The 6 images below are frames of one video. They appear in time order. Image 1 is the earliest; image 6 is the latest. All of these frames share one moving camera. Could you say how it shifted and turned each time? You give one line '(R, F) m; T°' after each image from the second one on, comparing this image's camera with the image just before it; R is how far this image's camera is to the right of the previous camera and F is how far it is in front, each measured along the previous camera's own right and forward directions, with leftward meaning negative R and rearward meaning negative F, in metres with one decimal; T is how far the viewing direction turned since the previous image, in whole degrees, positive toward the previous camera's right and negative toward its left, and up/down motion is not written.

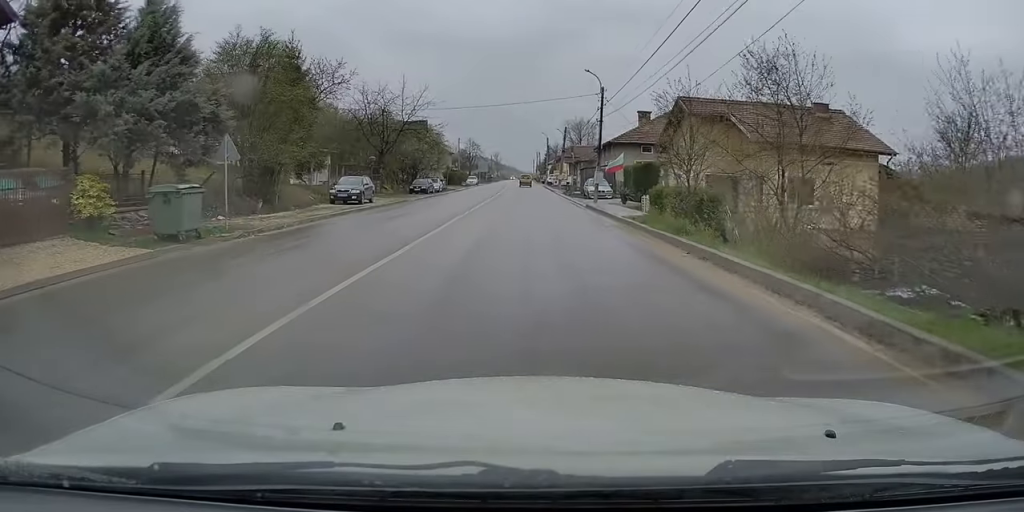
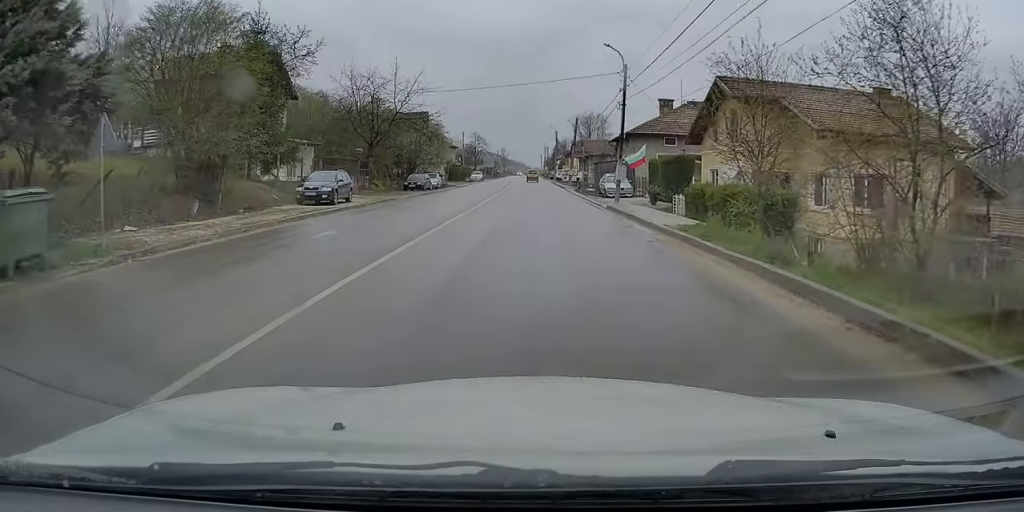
(0.0, +5.9) m; 0°
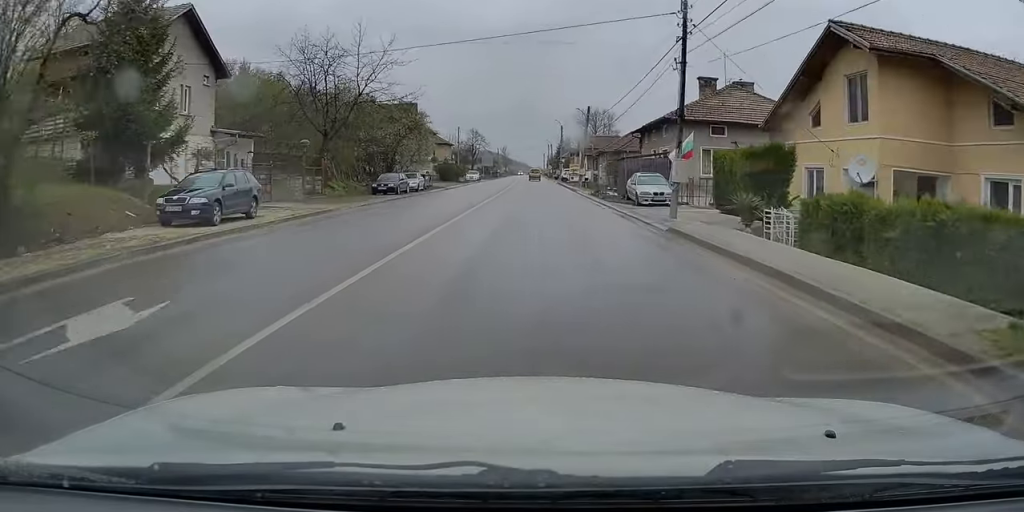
(0.0, +11.3) m; +1°
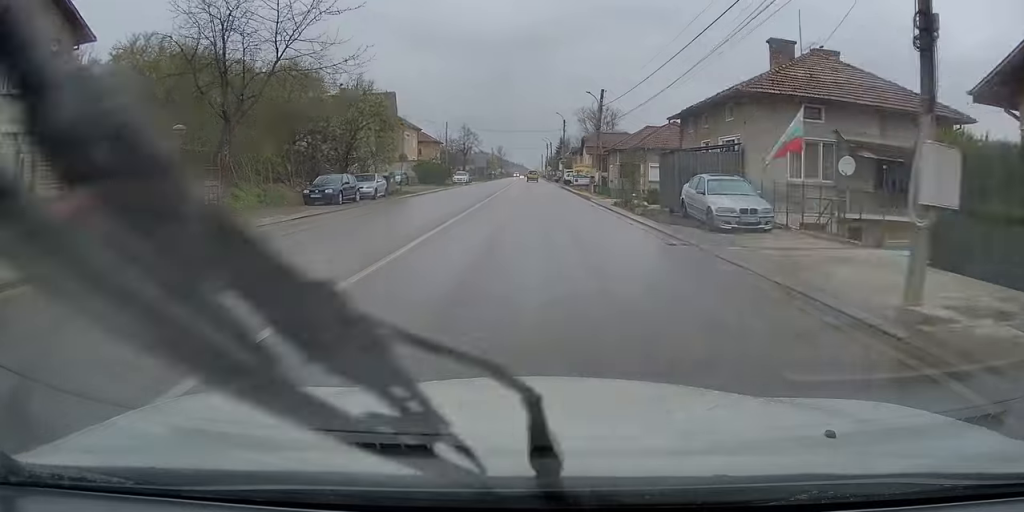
(+0.2, +12.5) m; -1°
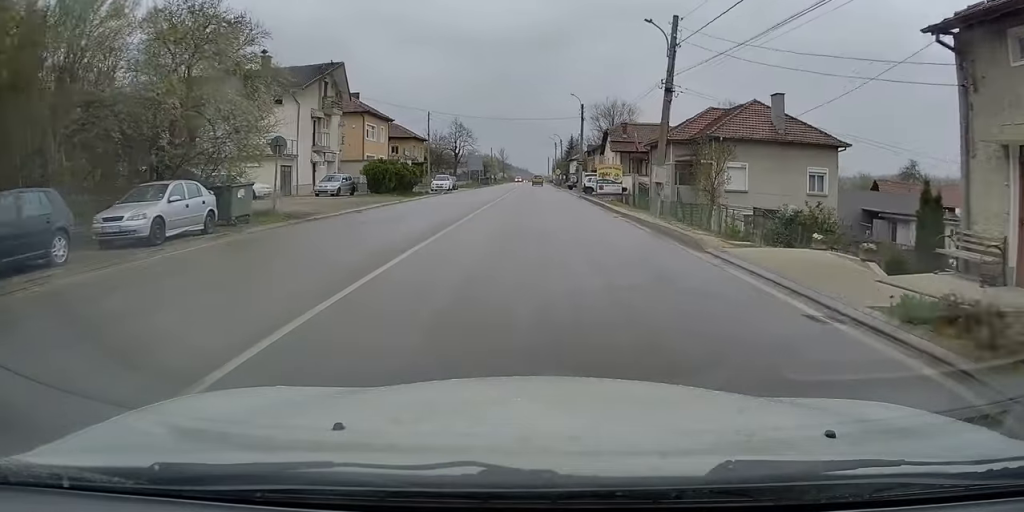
(-0.9, +22.0) m; -3°
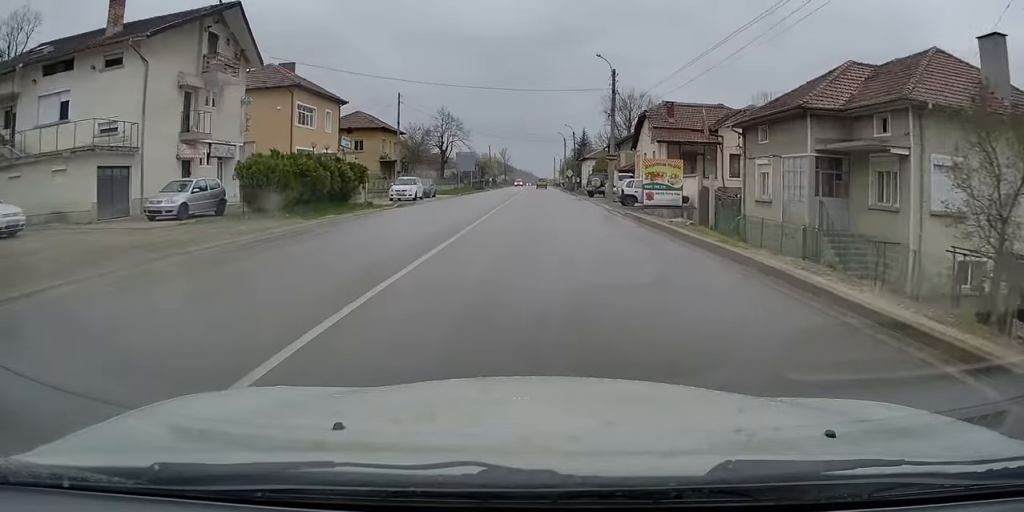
(+0.7, +19.9) m; +3°
